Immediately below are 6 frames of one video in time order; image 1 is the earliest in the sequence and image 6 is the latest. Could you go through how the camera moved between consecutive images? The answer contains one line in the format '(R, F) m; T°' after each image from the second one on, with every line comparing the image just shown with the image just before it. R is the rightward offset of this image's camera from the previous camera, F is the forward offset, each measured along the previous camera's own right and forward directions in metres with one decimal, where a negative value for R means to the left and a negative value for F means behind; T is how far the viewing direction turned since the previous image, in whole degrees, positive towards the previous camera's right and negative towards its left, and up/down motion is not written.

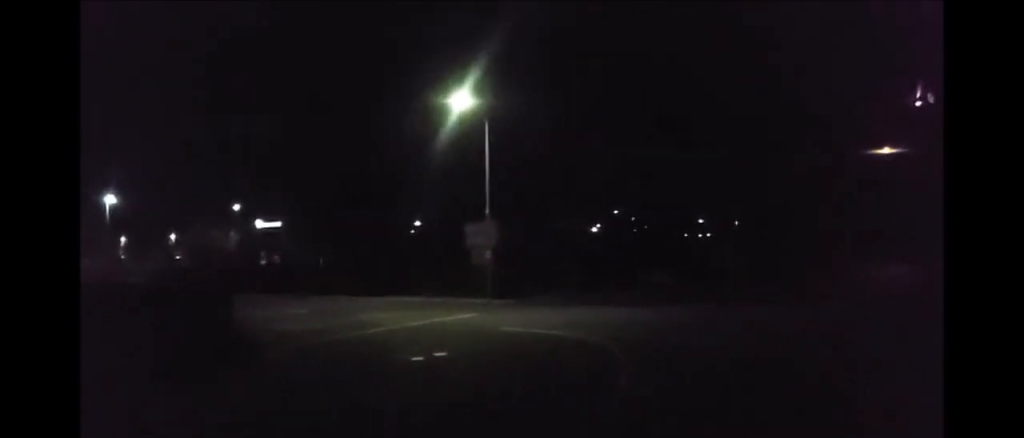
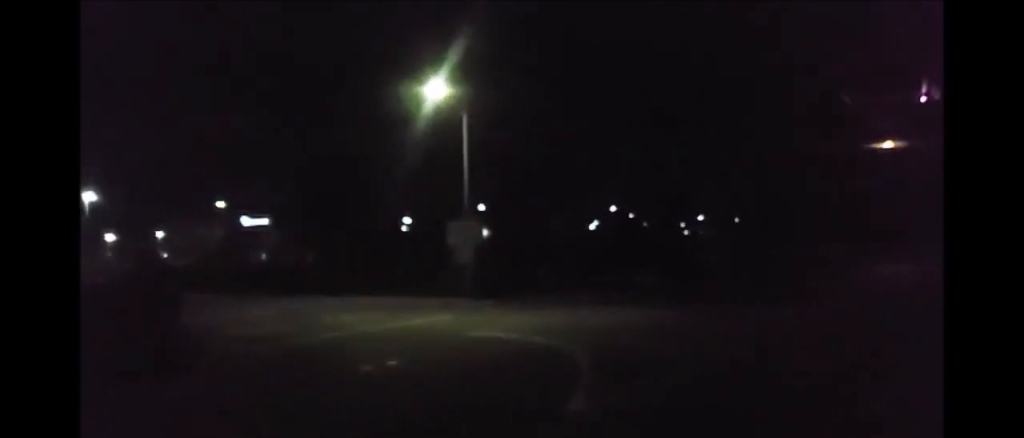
(0.0, +1.4) m; 0°
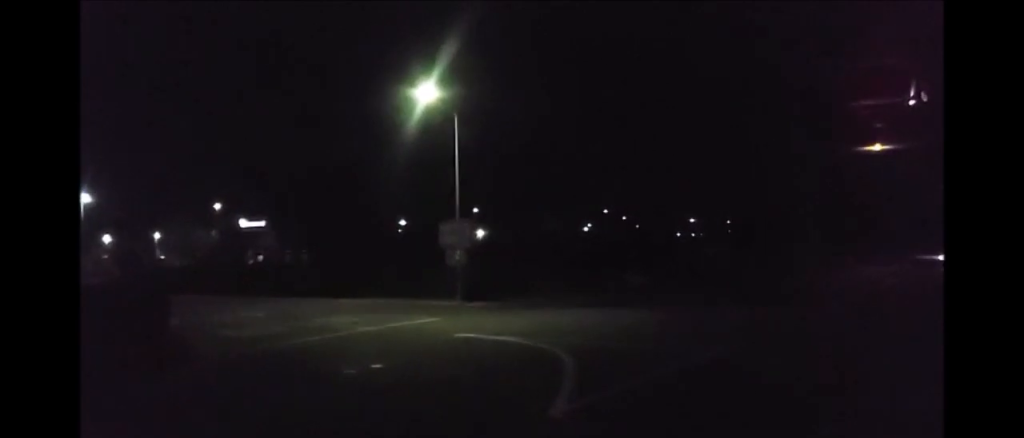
(0.0, +0.5) m; 0°
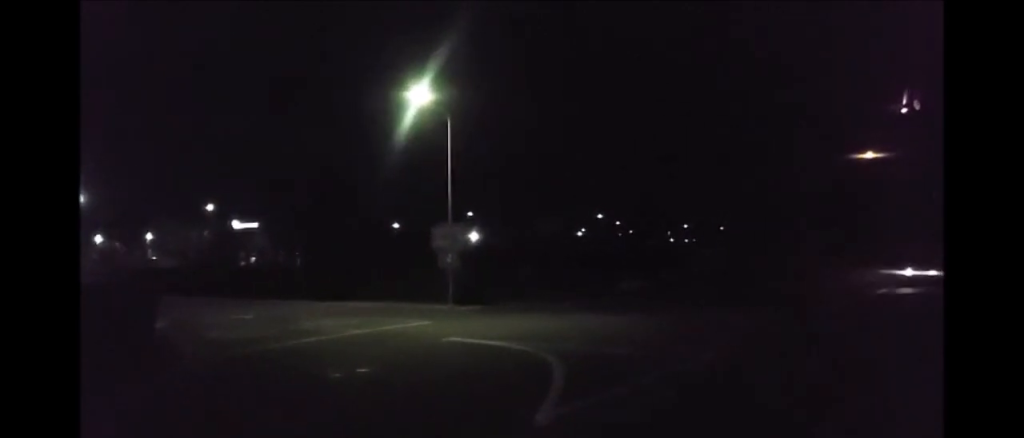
(0.0, +0.3) m; 0°
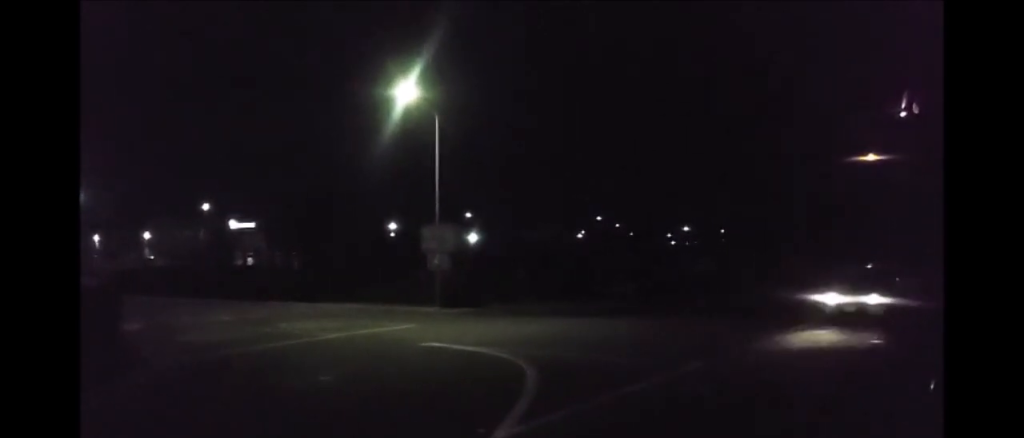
(0.0, +0.6) m; -1°
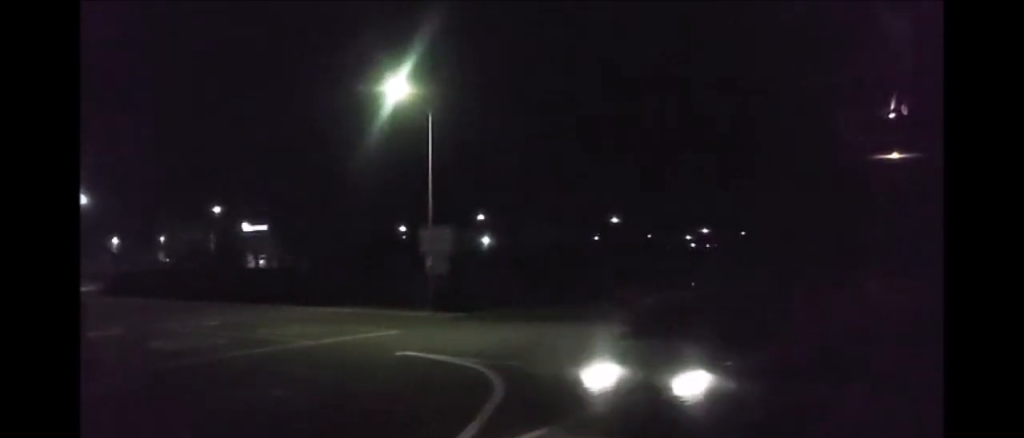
(0.0, +1.3) m; -5°
